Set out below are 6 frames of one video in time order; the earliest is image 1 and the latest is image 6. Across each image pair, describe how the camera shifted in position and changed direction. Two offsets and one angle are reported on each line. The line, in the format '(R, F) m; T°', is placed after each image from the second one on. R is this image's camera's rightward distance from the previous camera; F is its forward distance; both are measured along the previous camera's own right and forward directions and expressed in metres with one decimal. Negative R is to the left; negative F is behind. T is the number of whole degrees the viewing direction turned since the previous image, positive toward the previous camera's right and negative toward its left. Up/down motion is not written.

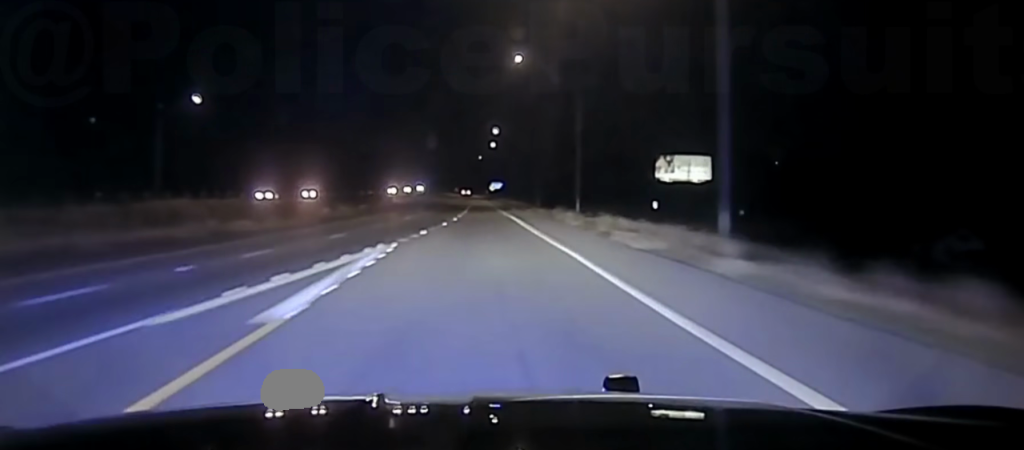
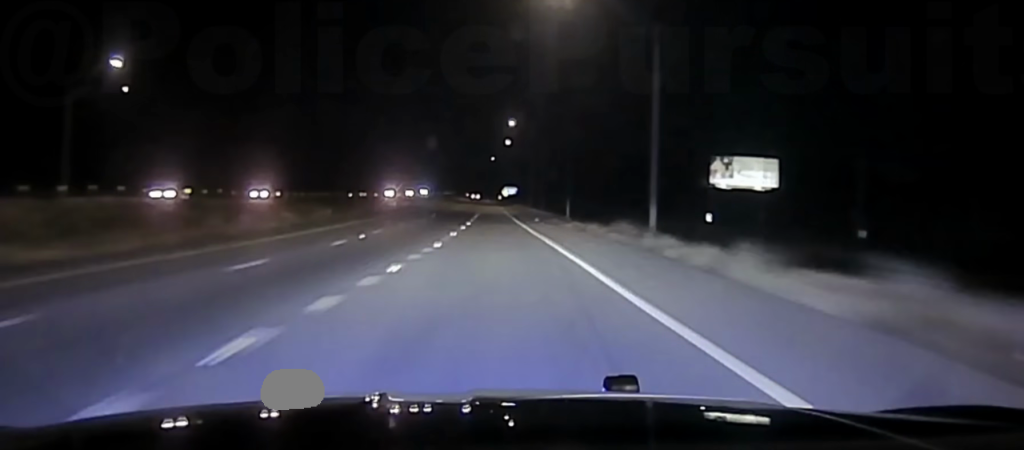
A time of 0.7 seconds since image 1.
(0.0, +31.3) m; -1°
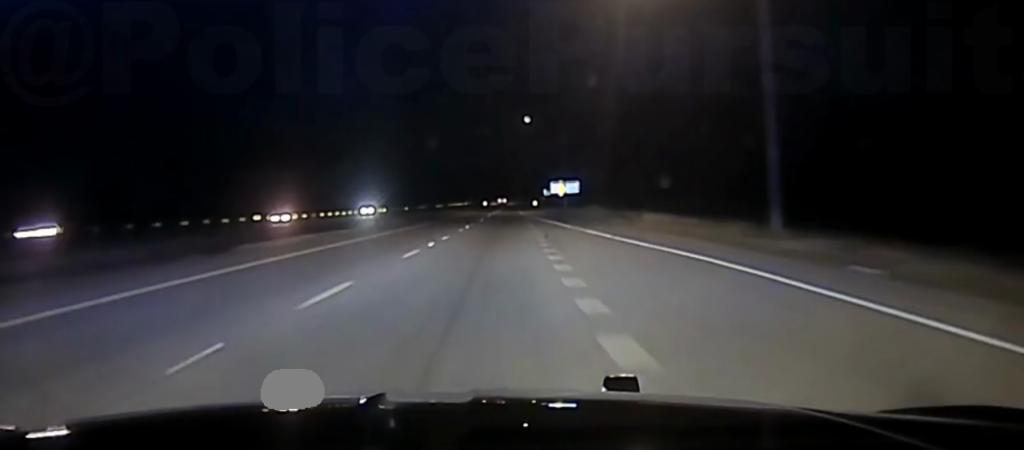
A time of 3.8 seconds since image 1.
(-1.7, +157.7) m; -1°
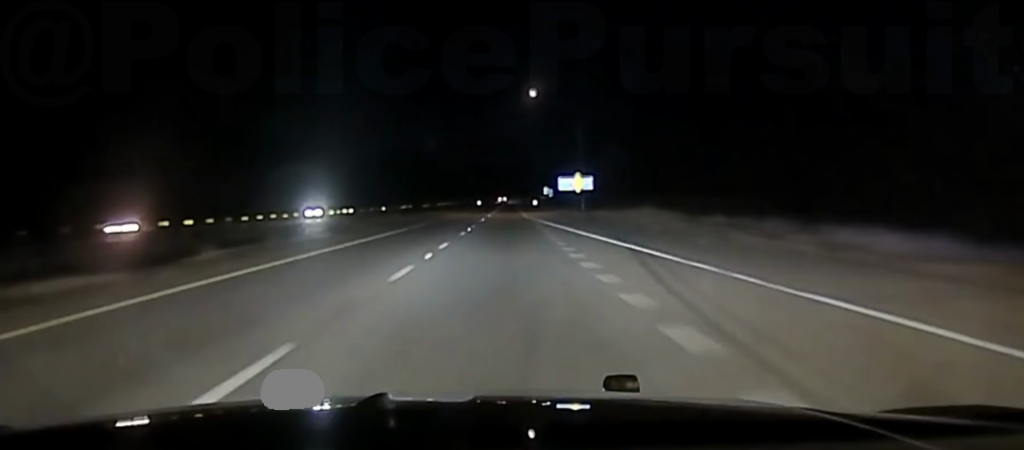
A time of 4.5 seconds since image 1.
(-0.4, +33.0) m; 0°
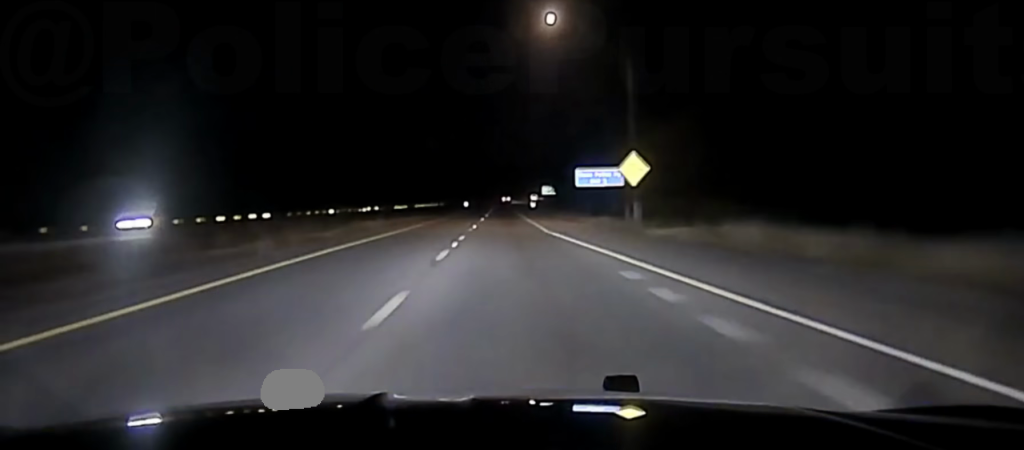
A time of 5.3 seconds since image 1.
(+0.6, +43.7) m; +1°
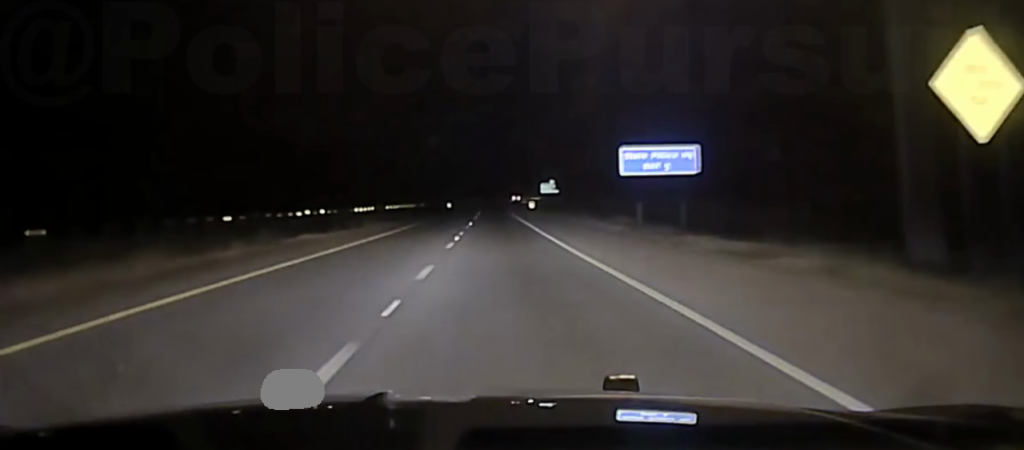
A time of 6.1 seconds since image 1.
(+0.2, +40.7) m; 0°
